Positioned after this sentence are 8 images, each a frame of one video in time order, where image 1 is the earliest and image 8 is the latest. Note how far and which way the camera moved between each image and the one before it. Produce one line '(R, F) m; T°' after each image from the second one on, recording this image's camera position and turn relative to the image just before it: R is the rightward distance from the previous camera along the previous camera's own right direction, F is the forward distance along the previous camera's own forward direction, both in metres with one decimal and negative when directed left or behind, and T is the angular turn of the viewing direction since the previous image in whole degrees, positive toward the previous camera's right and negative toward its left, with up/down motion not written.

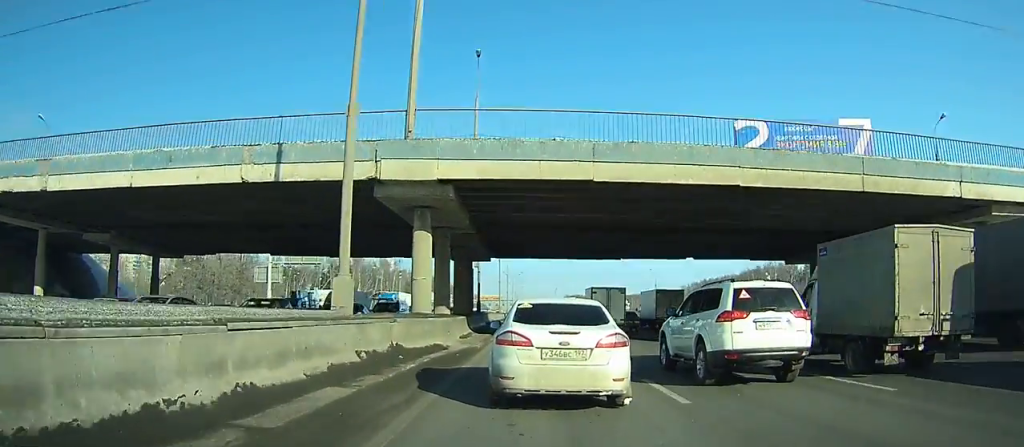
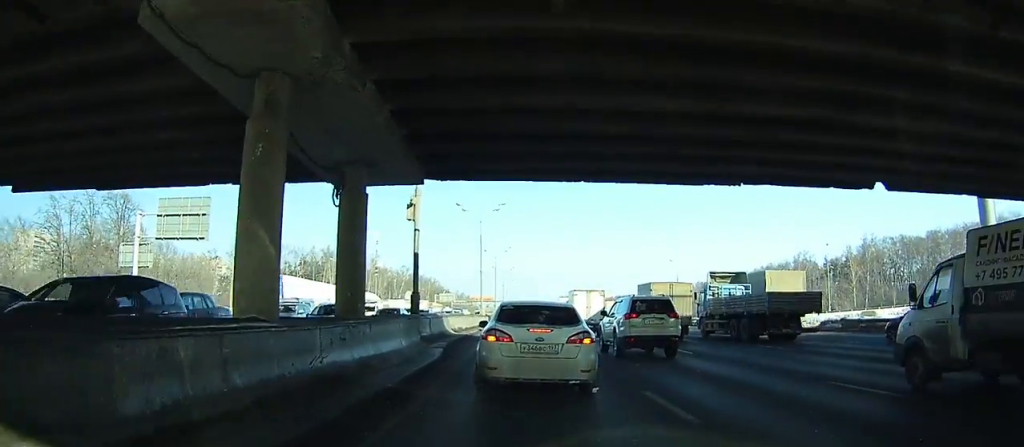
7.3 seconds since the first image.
(+1.0, +25.6) m; -1°
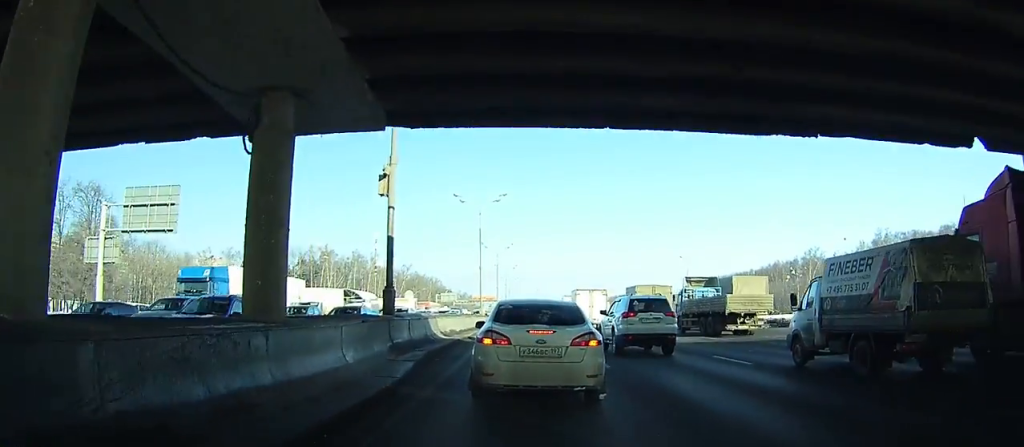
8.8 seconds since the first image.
(-0.2, +4.2) m; -4°
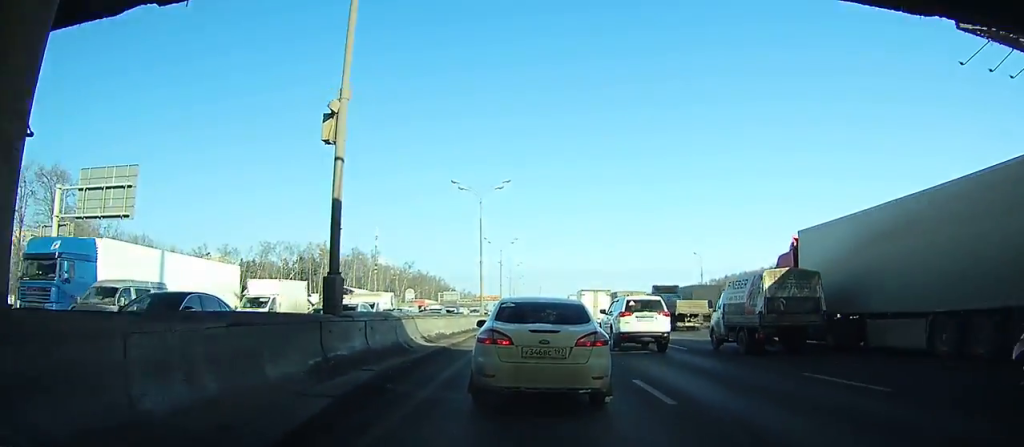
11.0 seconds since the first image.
(-0.3, +5.8) m; -4°
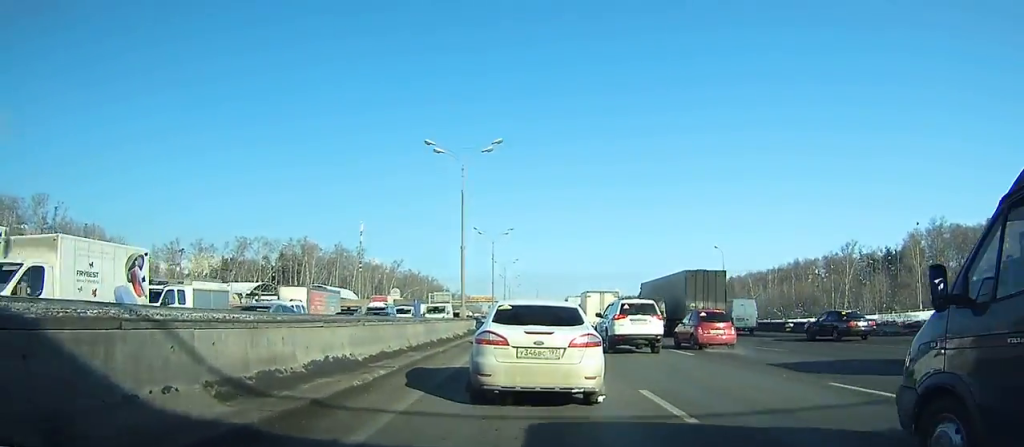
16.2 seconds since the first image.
(+1.1, +11.4) m; +16°
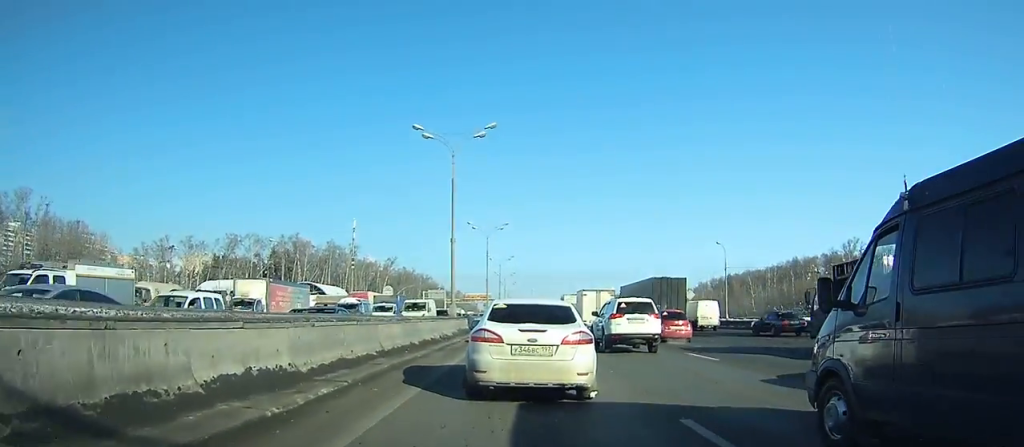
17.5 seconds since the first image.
(+0.1, +2.9) m; +1°
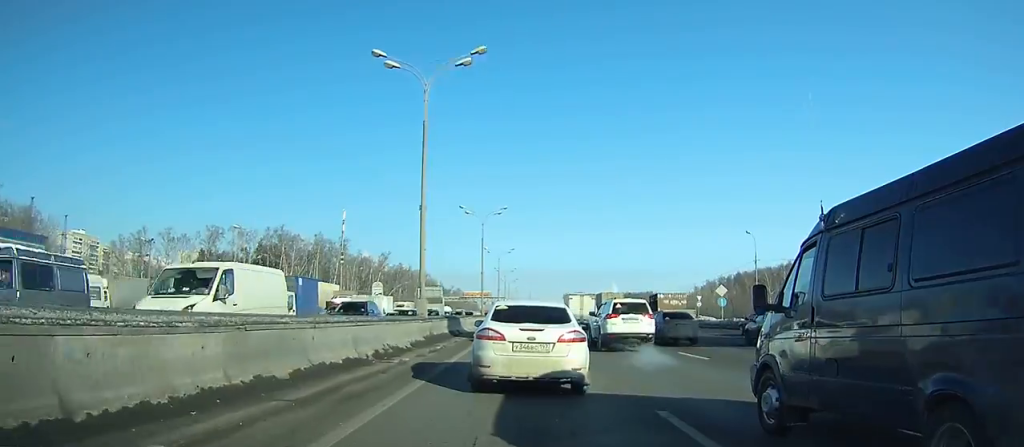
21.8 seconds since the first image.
(-0.4, +10.4) m; -6°
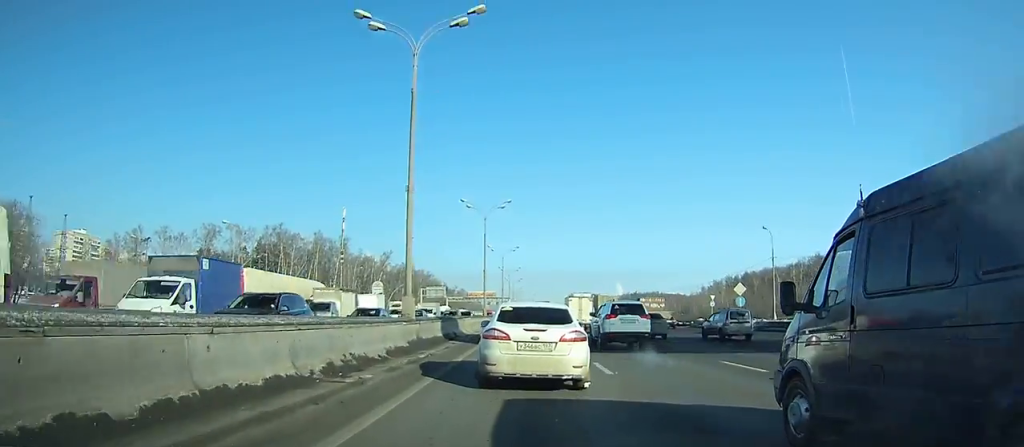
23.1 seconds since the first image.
(-0.1, +3.6) m; -1°
